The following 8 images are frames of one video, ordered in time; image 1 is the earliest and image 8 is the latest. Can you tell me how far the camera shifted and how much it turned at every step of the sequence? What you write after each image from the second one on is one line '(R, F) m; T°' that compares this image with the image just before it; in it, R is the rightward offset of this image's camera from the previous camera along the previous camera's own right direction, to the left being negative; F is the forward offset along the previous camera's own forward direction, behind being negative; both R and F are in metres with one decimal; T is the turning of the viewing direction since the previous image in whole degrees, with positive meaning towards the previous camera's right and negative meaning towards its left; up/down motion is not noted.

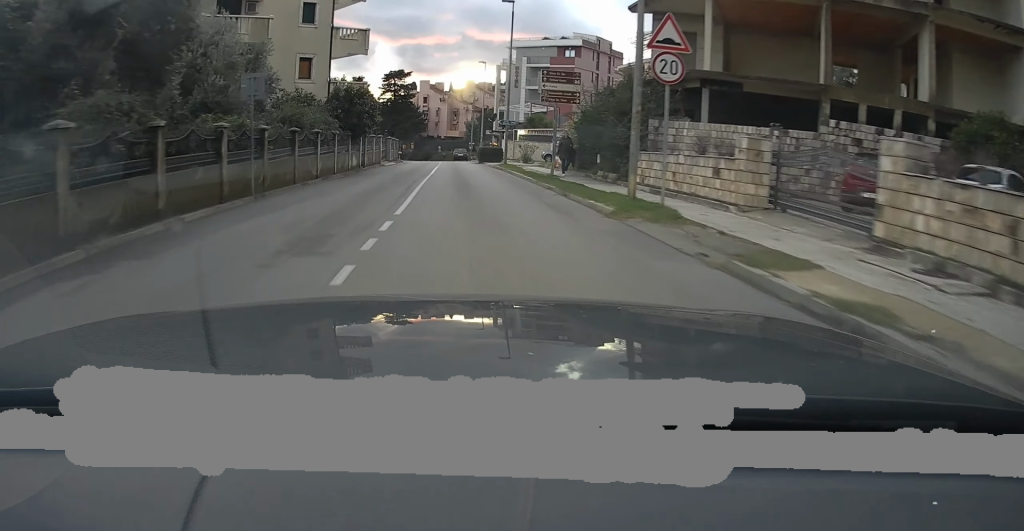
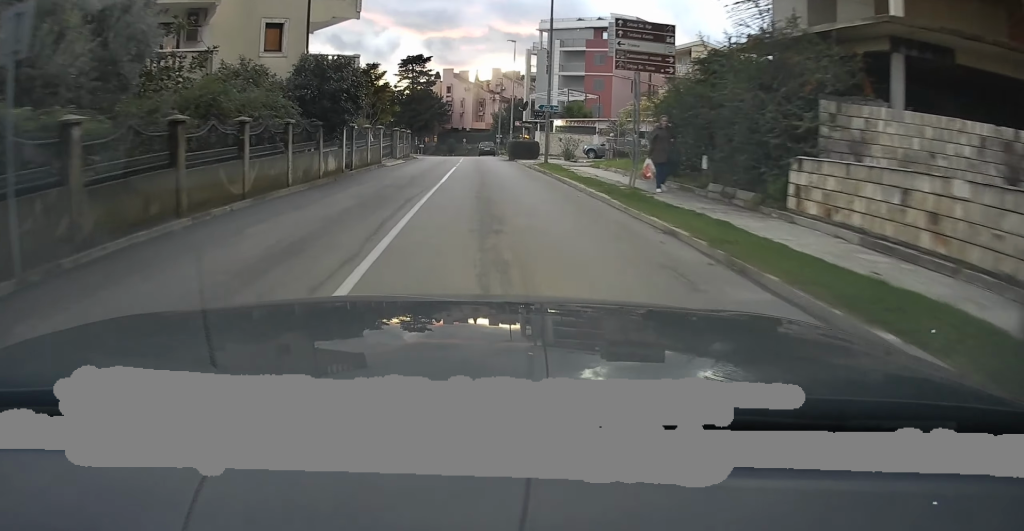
(-0.4, +9.2) m; -4°
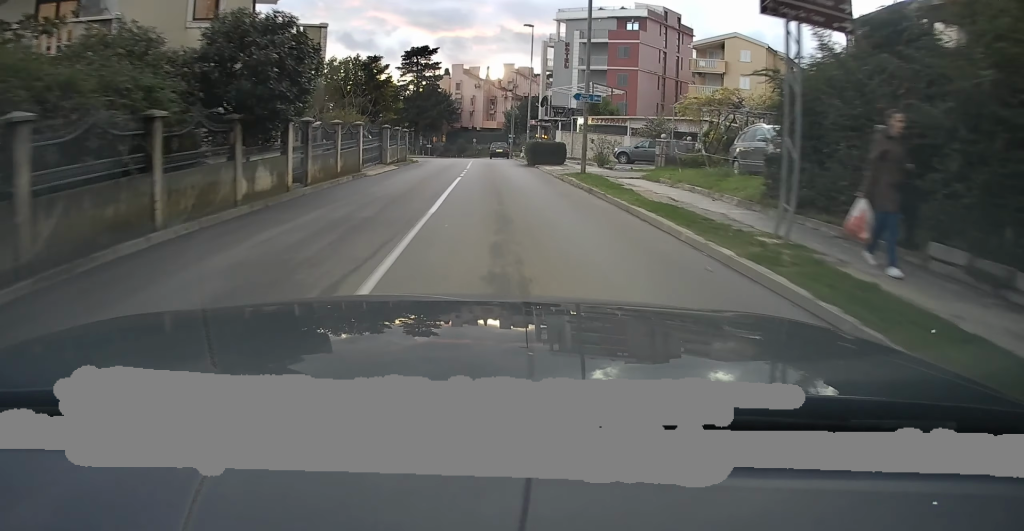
(0.0, +7.4) m; 0°
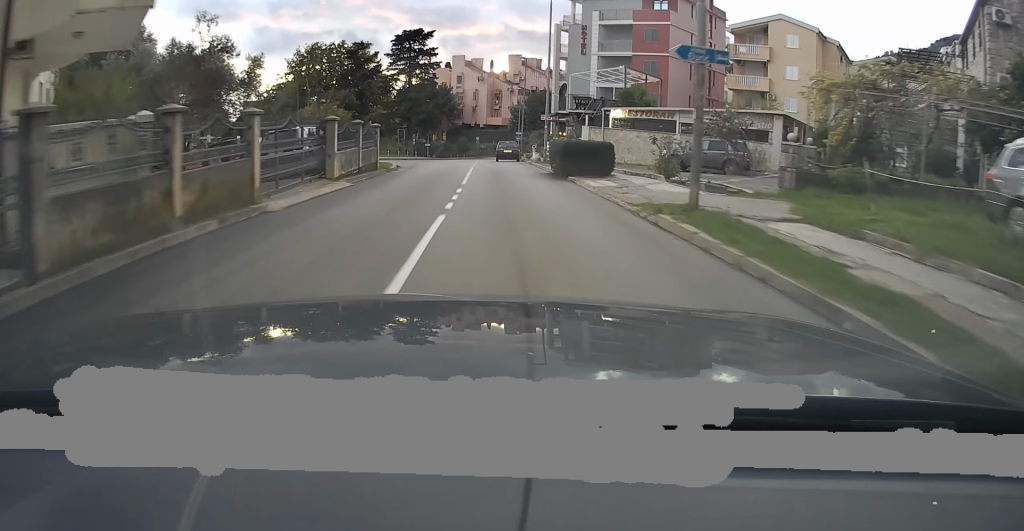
(+0.1, +10.5) m; 0°
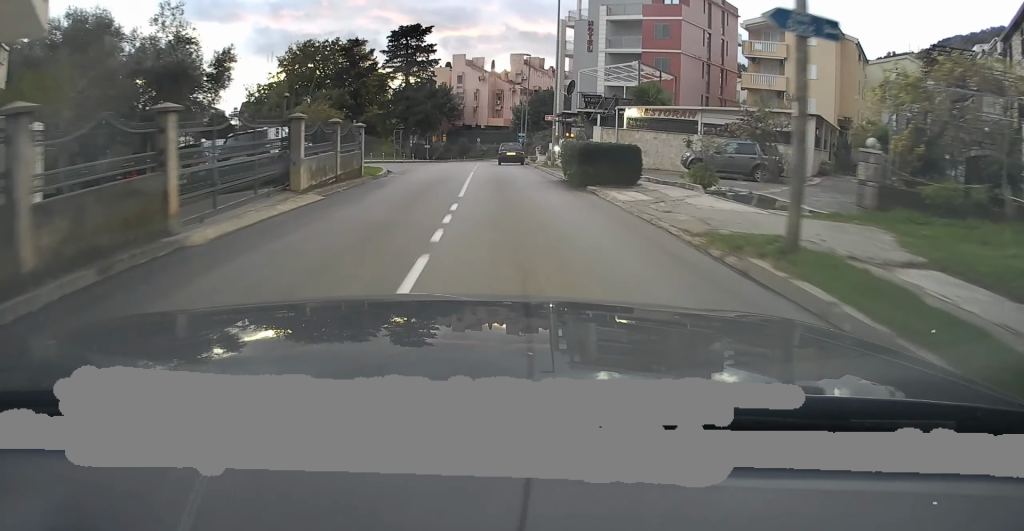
(0.0, +3.4) m; -1°
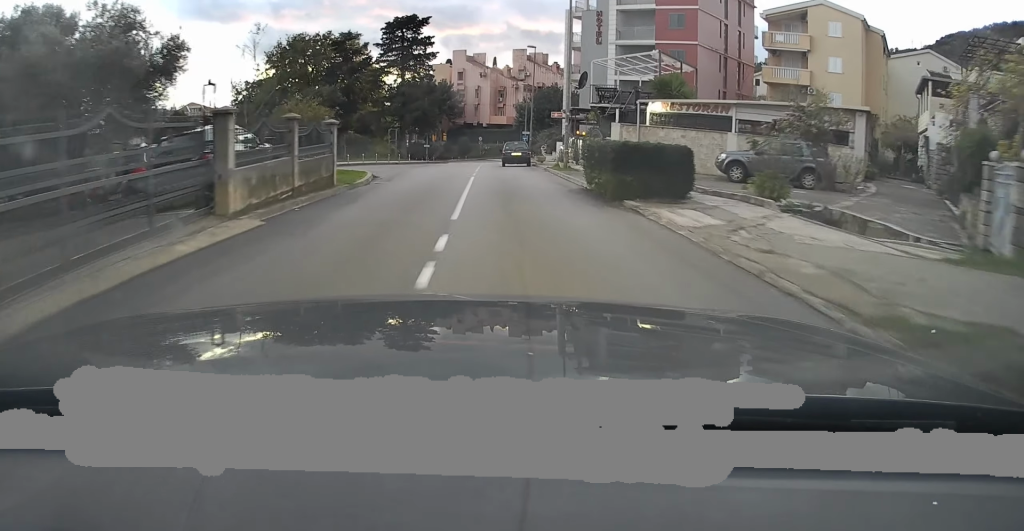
(0.0, +4.2) m; -1°
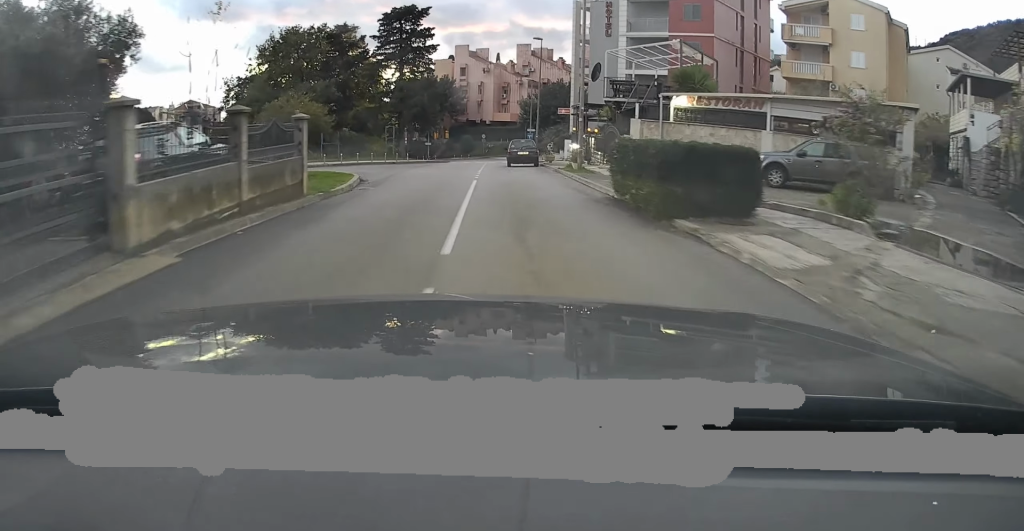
(-0.1, +3.2) m; 0°
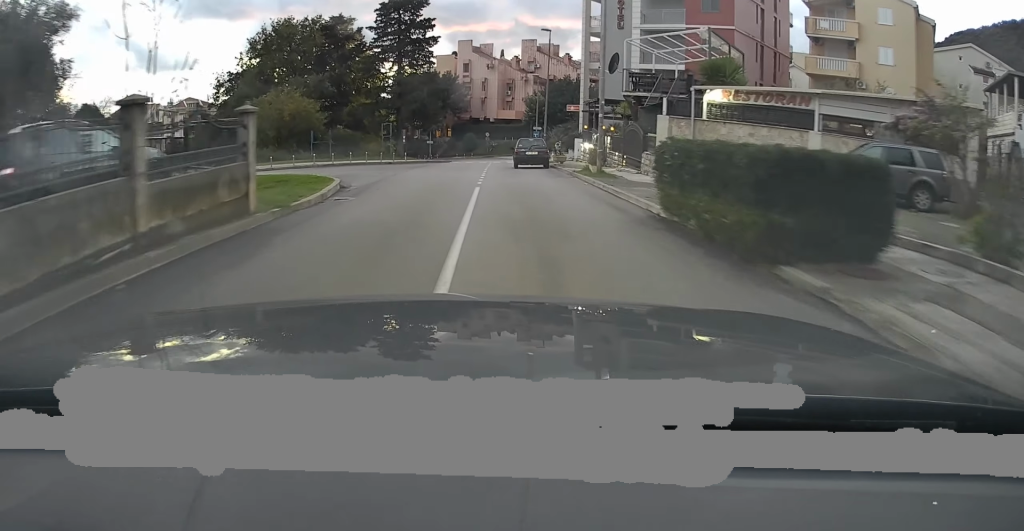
(-0.2, +3.5) m; 0°
